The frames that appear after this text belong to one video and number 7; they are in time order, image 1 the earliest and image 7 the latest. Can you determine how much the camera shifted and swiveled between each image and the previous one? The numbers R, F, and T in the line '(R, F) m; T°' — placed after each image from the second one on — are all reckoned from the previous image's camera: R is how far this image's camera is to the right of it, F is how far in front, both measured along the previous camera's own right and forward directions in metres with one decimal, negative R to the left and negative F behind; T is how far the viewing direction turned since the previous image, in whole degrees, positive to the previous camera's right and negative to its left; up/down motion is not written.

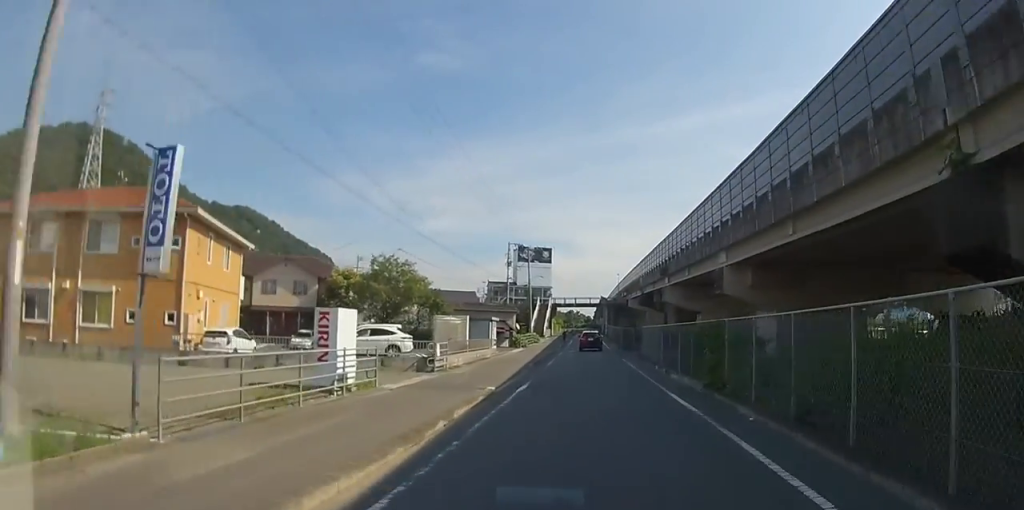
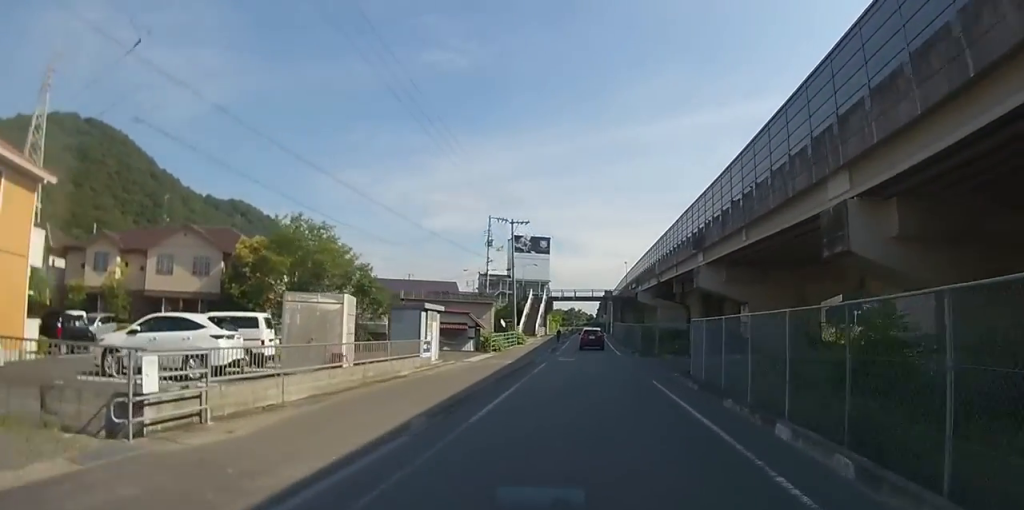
(0.0, +14.5) m; 0°
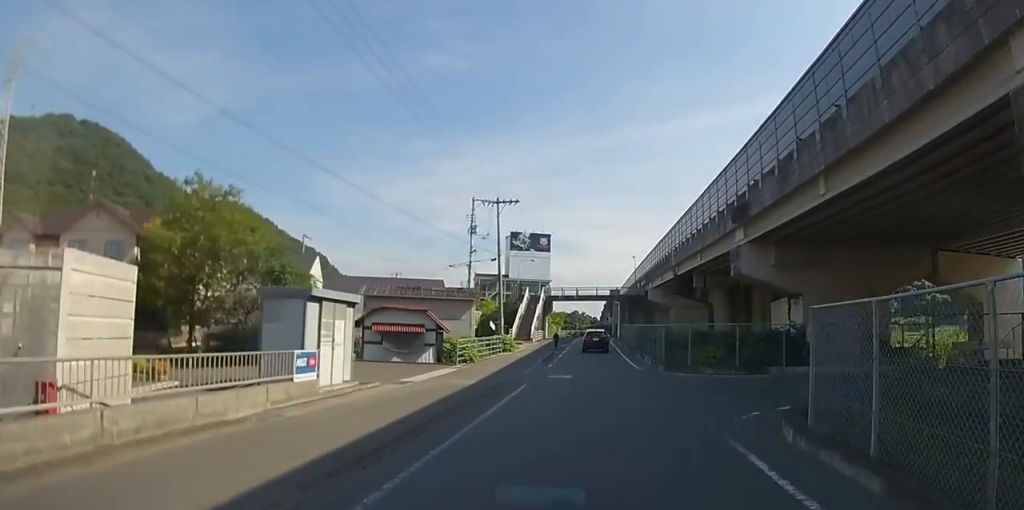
(0.0, +8.7) m; 0°
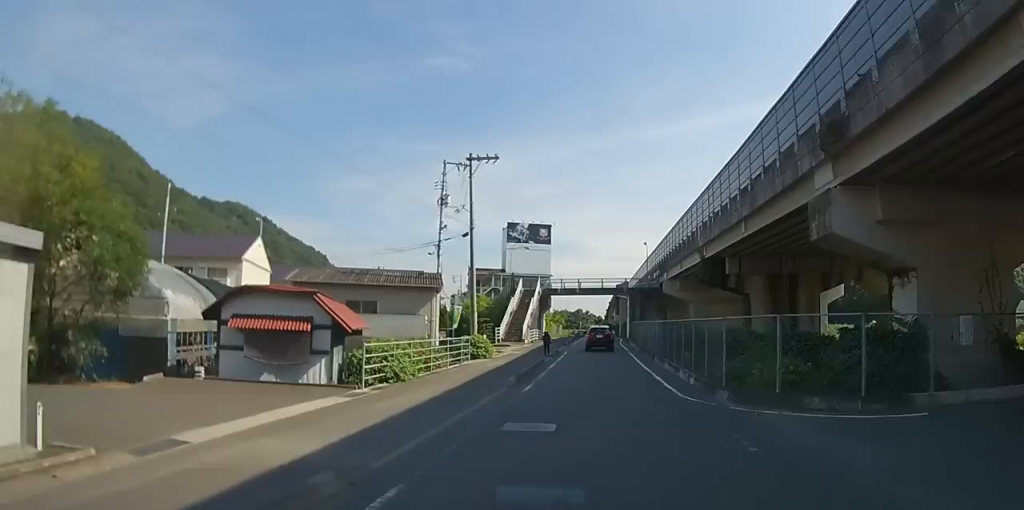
(0.0, +10.1) m; 0°
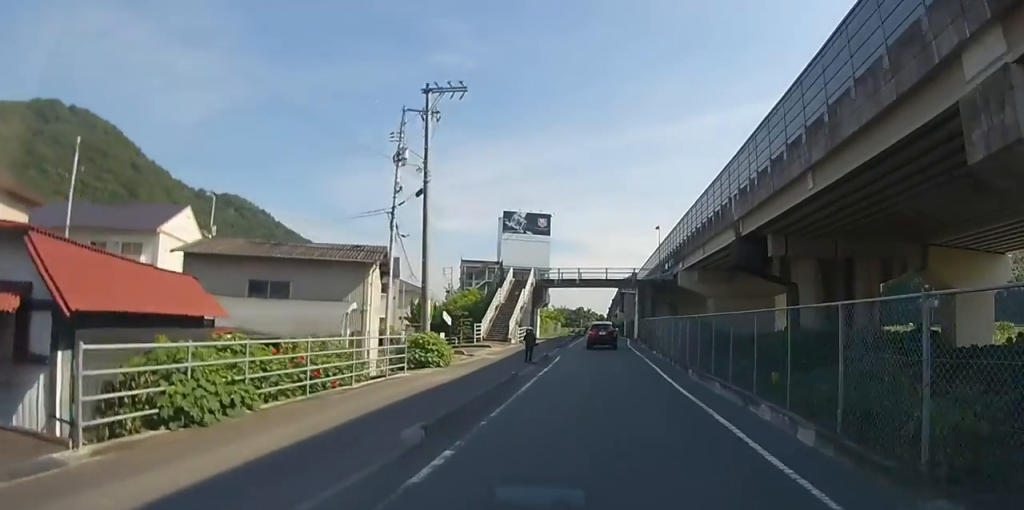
(-0.1, +8.4) m; 0°
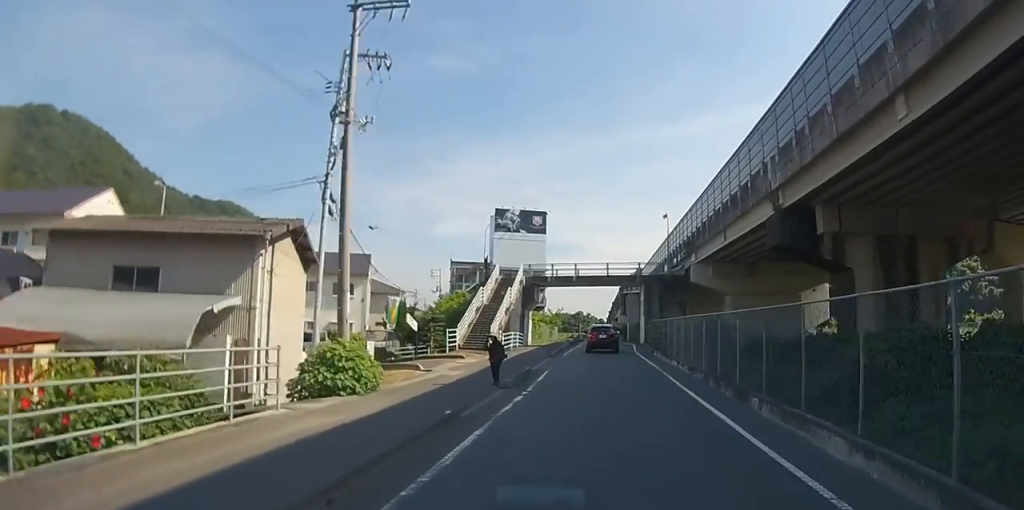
(0.0, +6.4) m; 0°
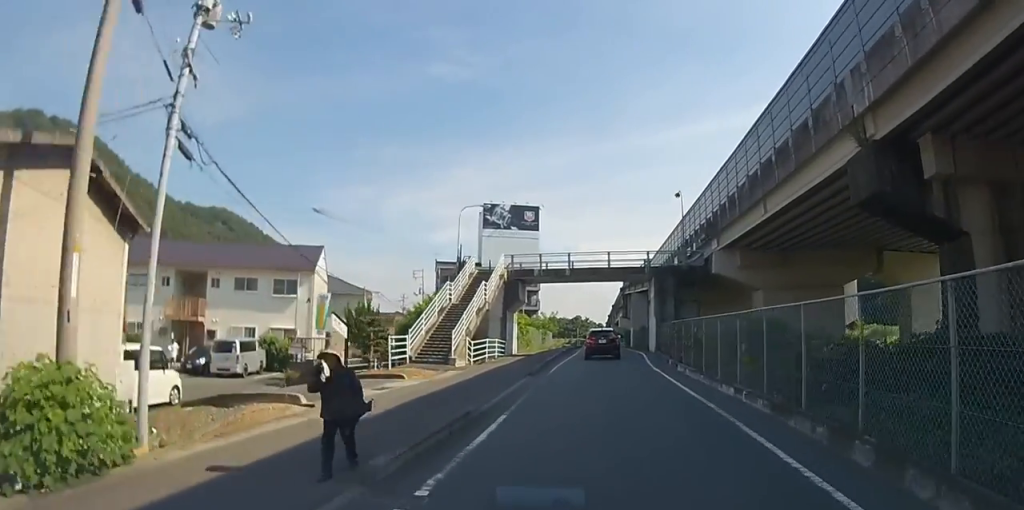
(0.0, +8.5) m; 0°
